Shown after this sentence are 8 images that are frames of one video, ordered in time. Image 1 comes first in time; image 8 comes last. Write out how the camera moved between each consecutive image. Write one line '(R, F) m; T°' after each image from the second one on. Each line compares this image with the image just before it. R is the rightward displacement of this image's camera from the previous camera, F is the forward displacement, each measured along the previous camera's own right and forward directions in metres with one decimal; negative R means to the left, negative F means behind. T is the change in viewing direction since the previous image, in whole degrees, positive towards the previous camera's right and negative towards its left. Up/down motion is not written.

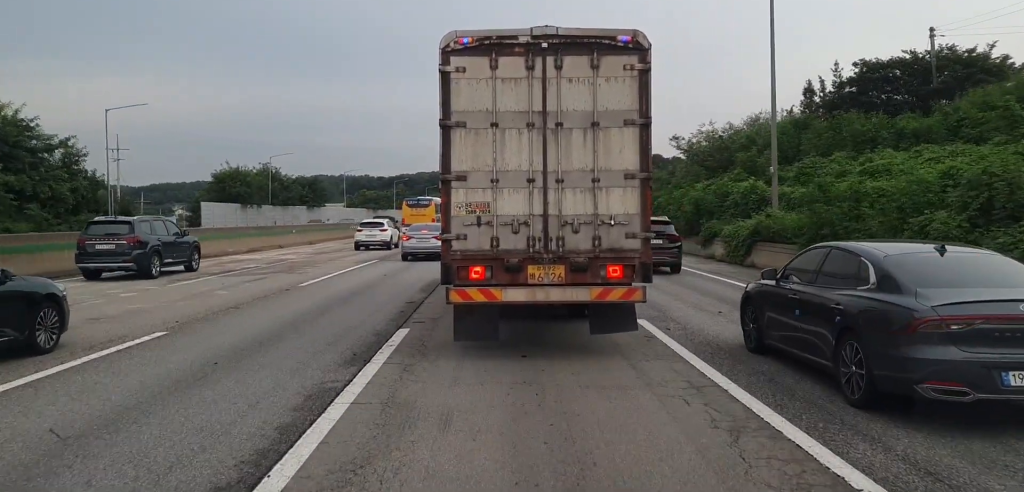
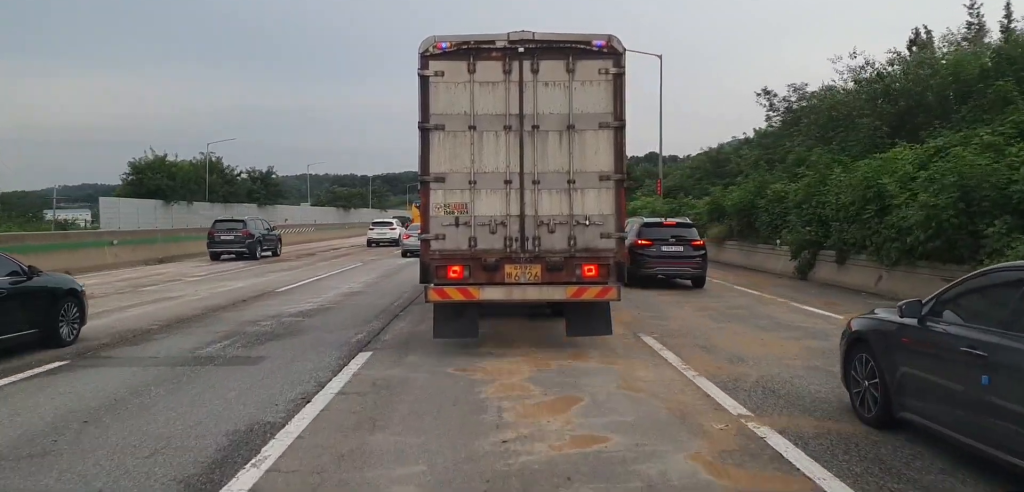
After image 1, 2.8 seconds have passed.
(-0.2, +22.2) m; -1°
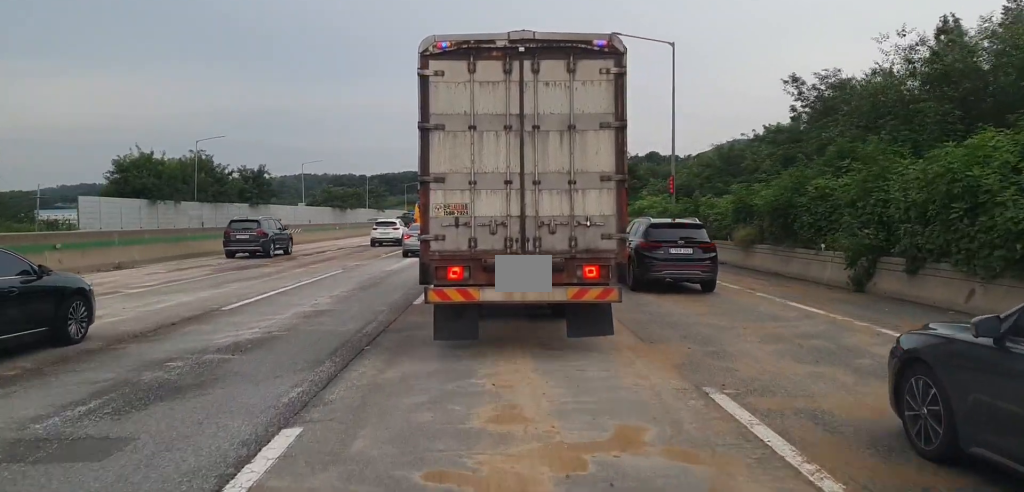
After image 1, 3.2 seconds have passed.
(0.0, +3.6) m; +1°
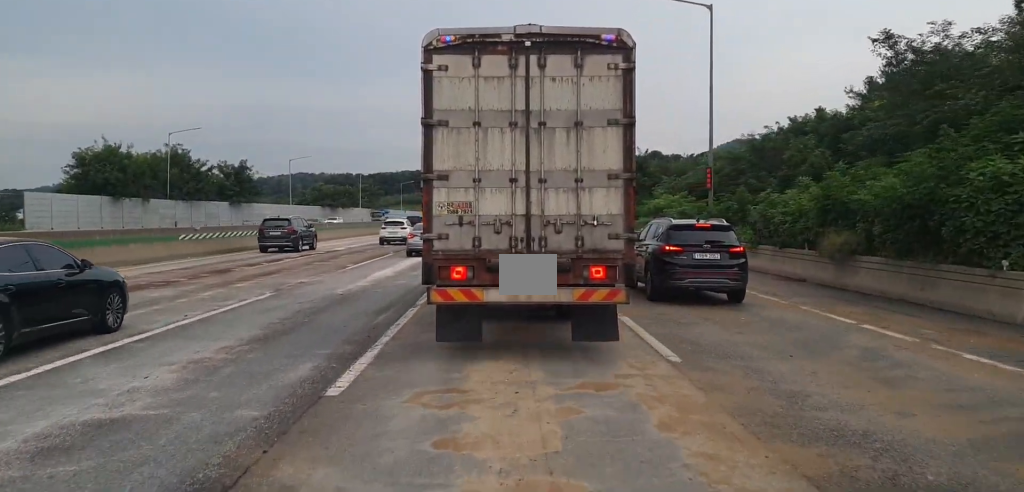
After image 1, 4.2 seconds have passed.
(+0.4, +7.9) m; 0°
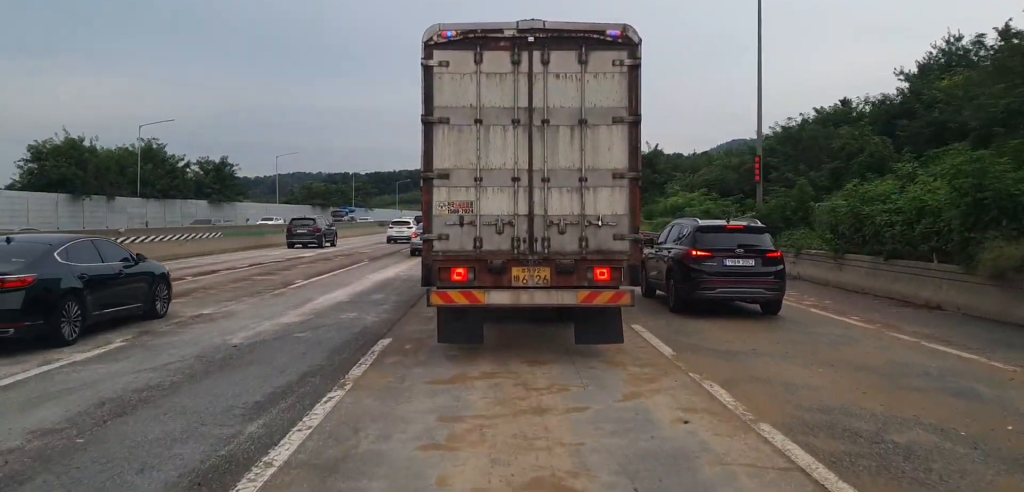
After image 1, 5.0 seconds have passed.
(-0.3, +7.0) m; -3°
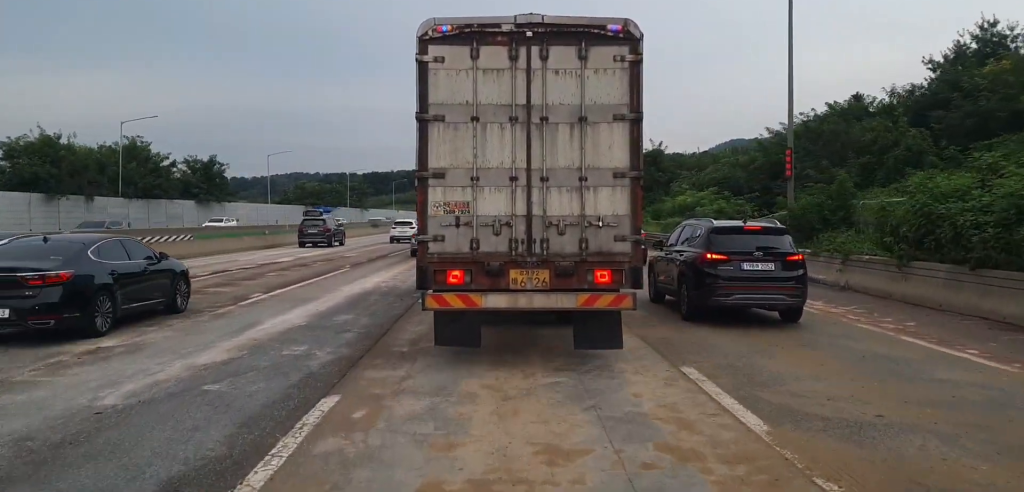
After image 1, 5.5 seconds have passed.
(0.0, +3.5) m; +1°
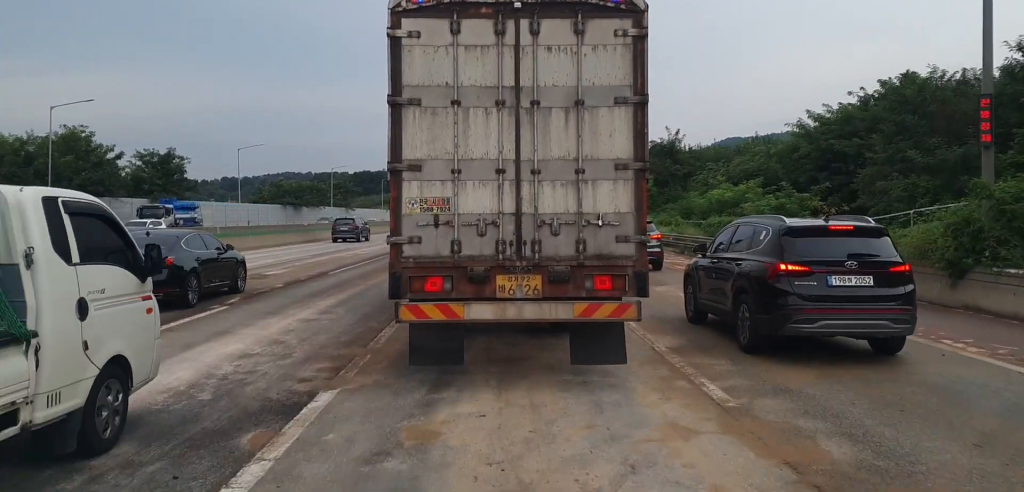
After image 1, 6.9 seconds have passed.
(+0.3, +11.0) m; +3°
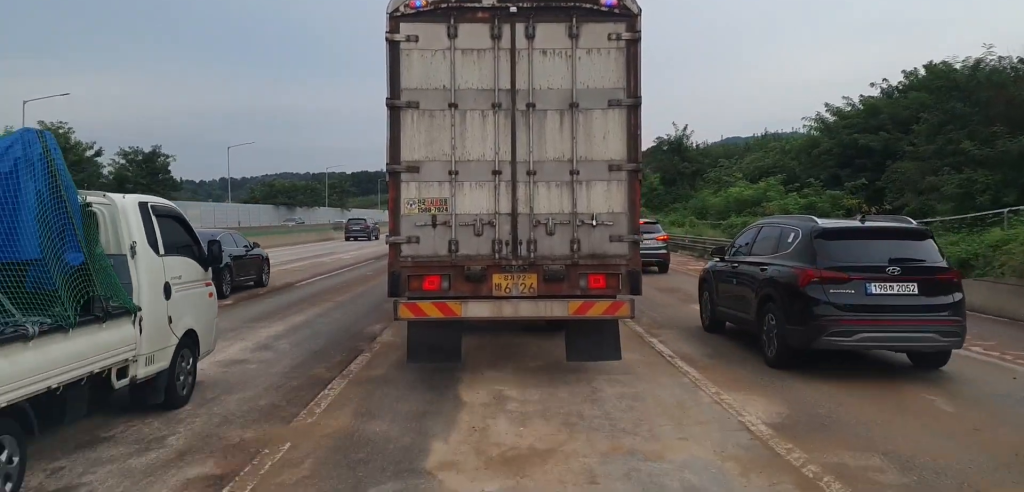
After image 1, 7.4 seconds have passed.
(0.0, +3.8) m; 0°
